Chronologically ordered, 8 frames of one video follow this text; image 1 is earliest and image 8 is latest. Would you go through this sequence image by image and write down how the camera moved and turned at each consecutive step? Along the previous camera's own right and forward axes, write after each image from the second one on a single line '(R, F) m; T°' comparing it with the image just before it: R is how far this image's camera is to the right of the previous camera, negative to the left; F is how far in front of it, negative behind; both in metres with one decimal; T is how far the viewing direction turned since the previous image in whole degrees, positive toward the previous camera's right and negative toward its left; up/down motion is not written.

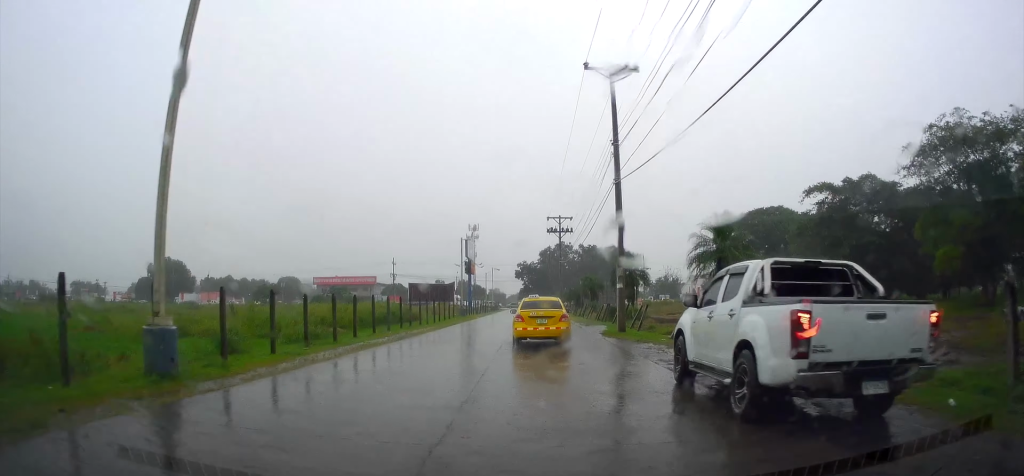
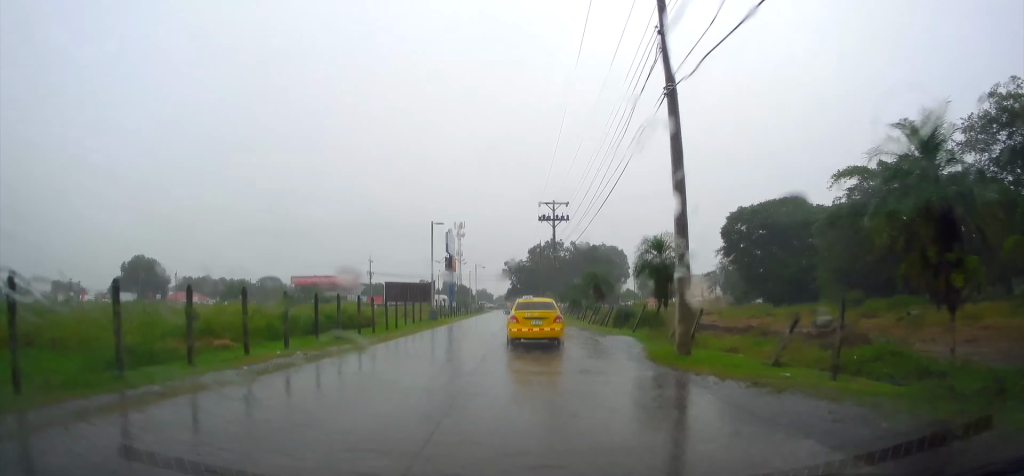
(+0.2, +10.5) m; +1°
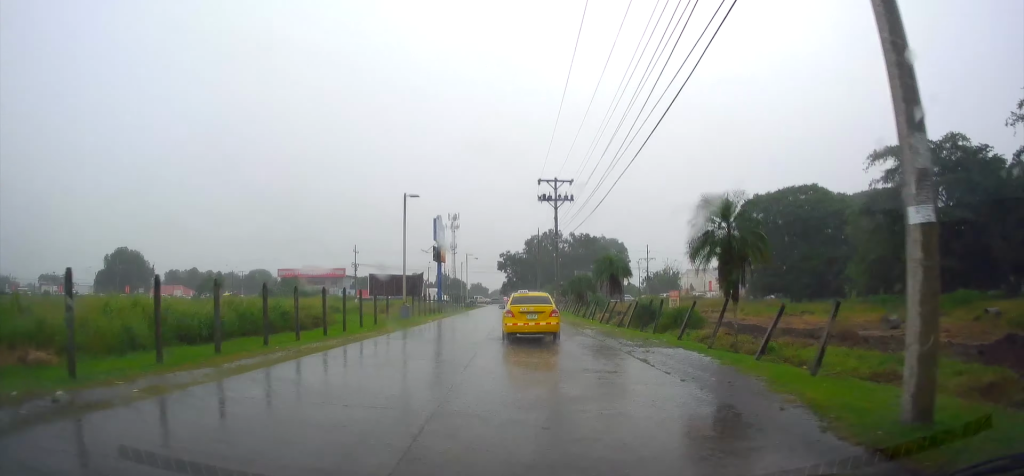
(-0.1, +8.3) m; +2°
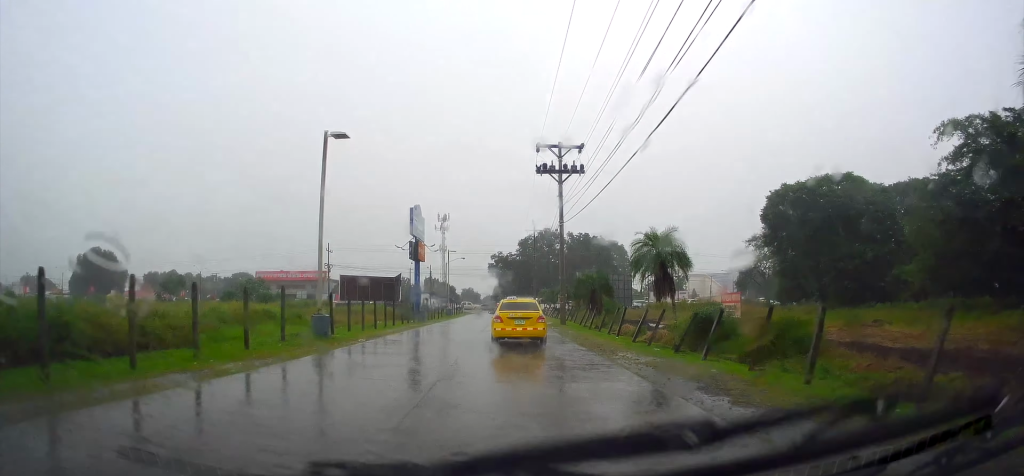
(+0.4, +13.0) m; +1°
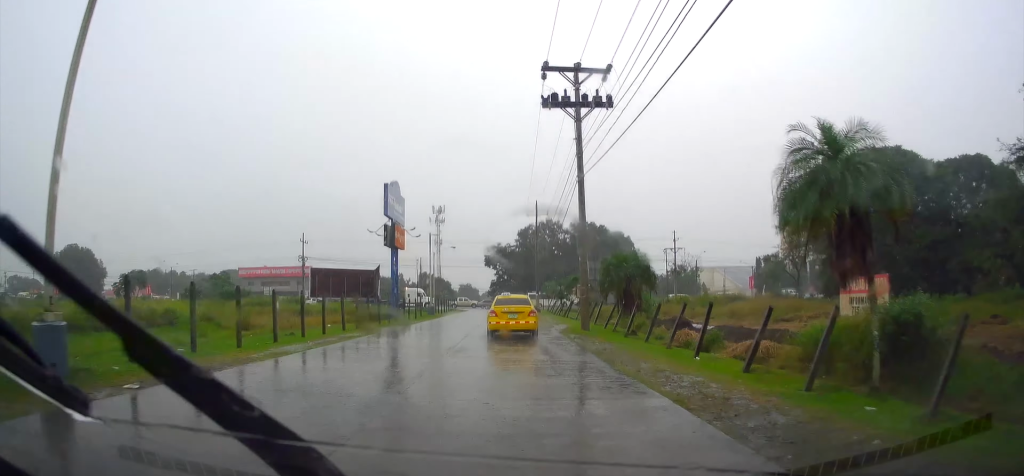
(-0.1, +13.1) m; -1°
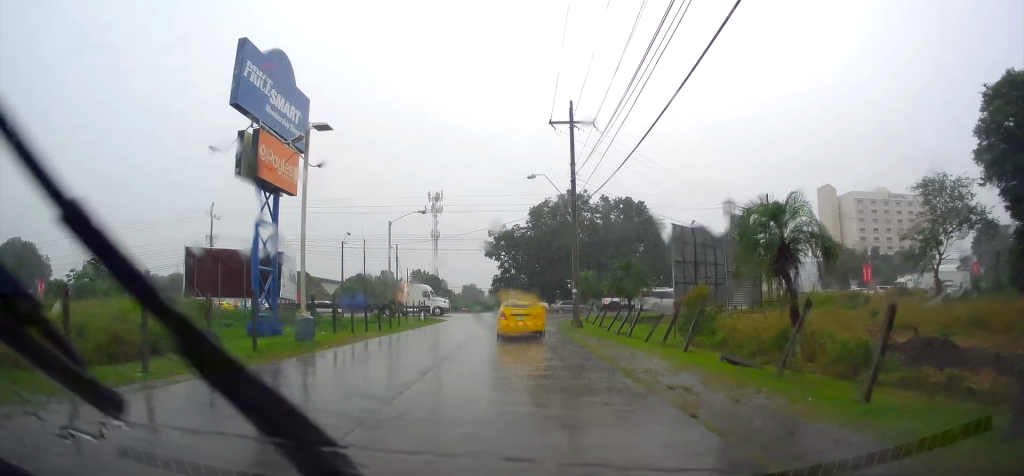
(-0.5, +34.4) m; 0°
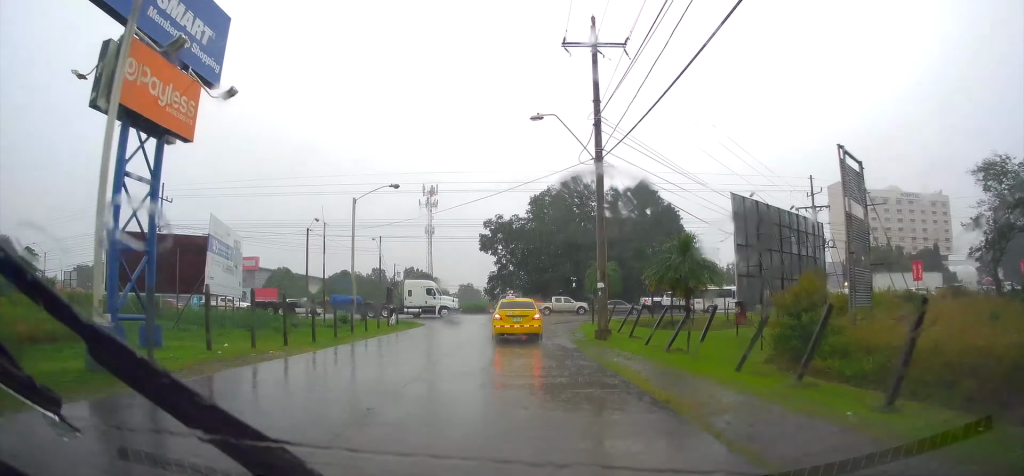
(+0.1, +10.7) m; 0°
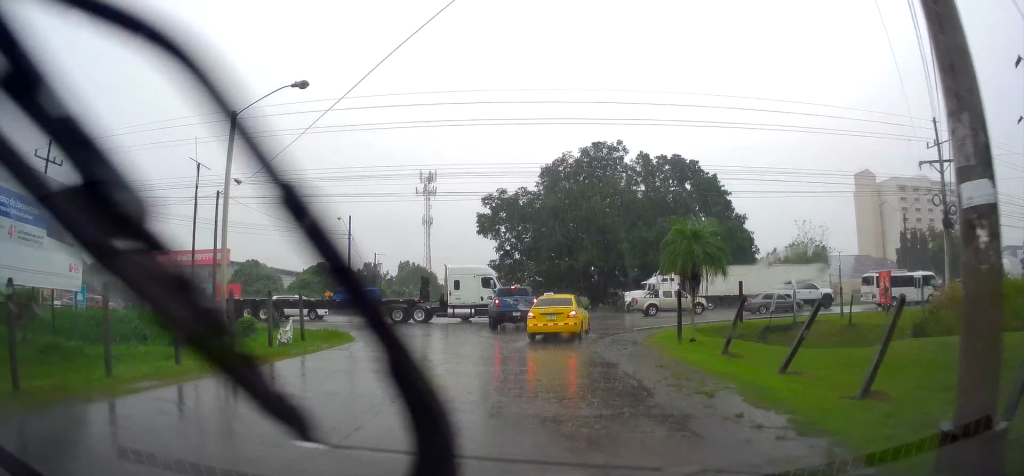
(-0.1, +20.1) m; -1°
